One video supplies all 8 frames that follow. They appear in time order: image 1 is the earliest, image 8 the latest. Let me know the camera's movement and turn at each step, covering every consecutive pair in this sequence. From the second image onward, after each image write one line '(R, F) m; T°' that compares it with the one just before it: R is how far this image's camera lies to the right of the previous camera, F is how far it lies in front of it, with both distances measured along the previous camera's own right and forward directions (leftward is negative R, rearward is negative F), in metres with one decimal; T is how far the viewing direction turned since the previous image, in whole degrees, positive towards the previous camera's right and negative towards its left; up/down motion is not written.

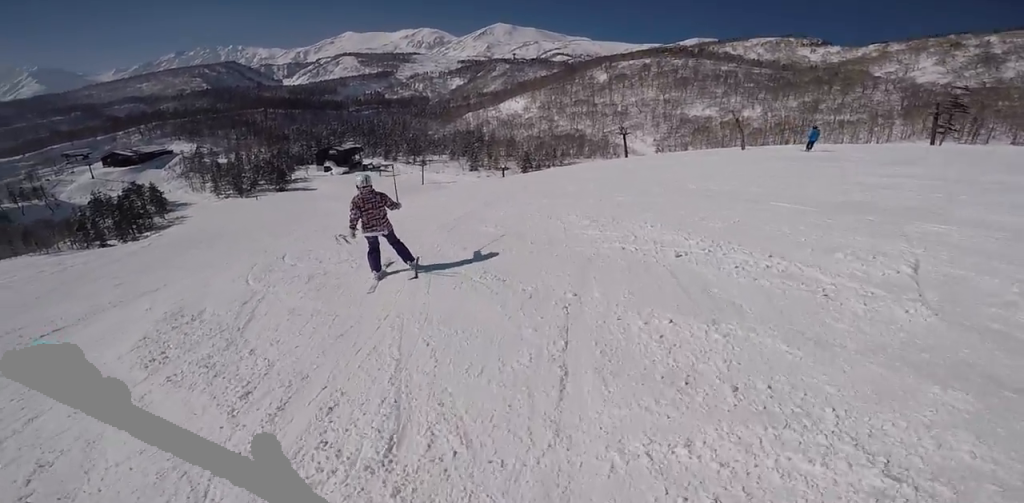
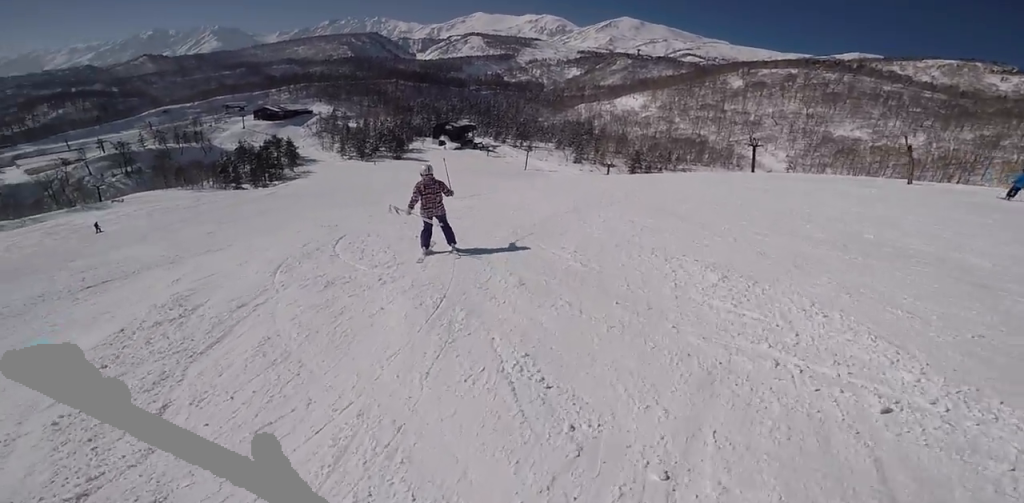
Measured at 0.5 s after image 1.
(+0.7, +2.6) m; -10°
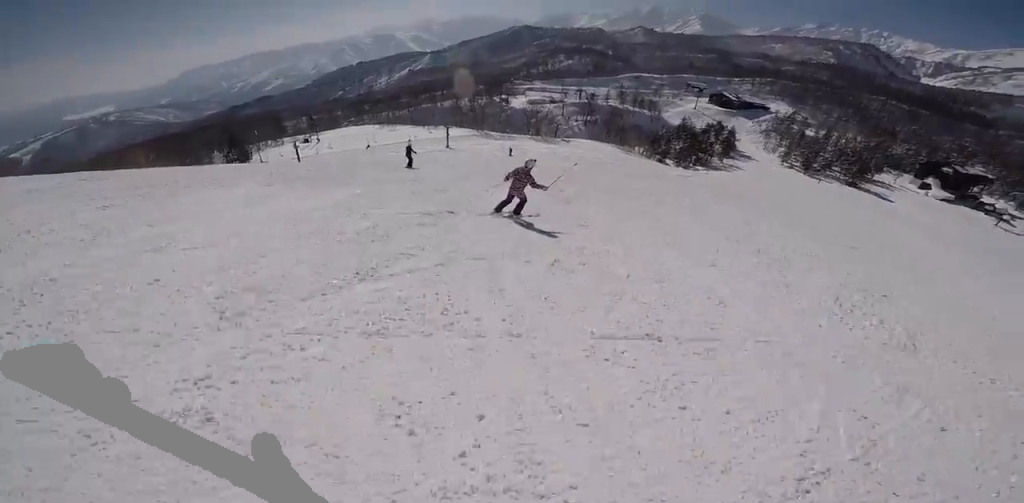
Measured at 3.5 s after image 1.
(-12.1, +12.1) m; -45°
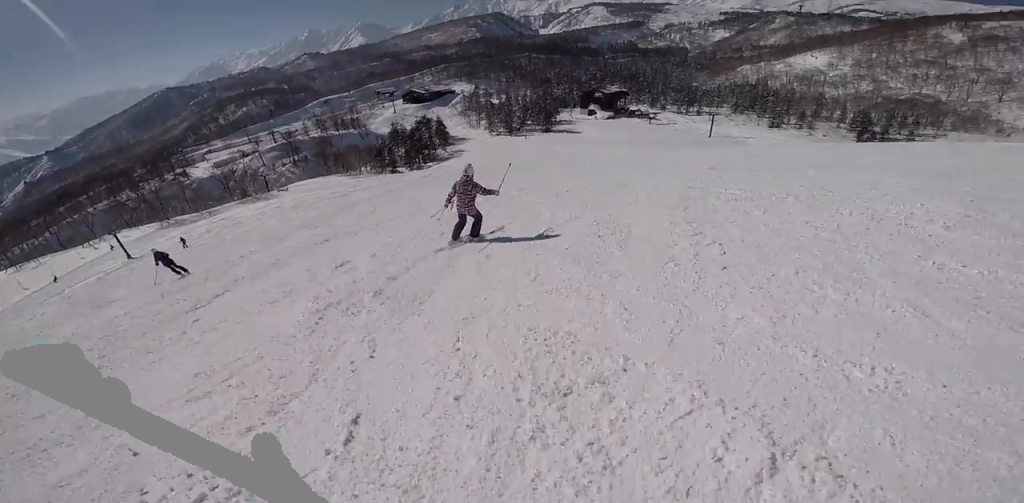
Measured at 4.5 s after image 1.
(+1.6, +6.3) m; +22°
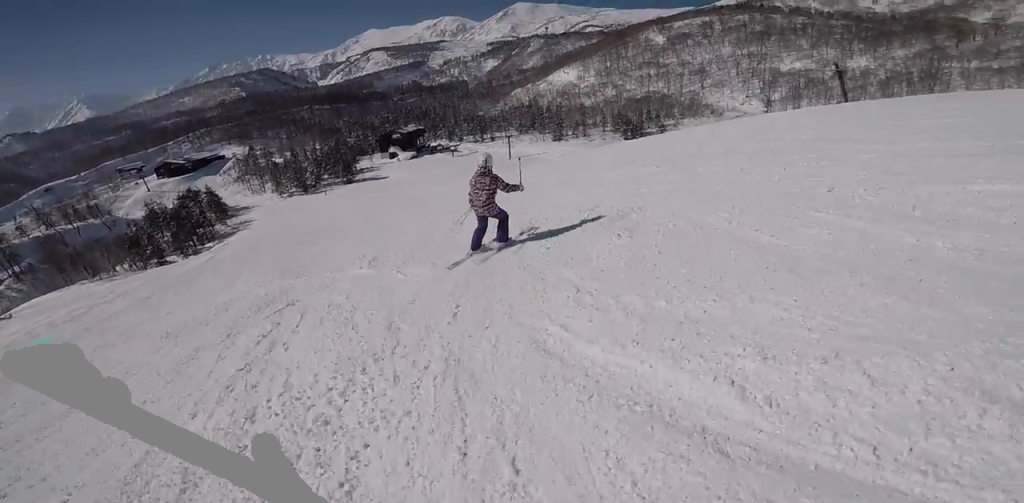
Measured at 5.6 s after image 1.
(+0.6, +6.2) m; +22°
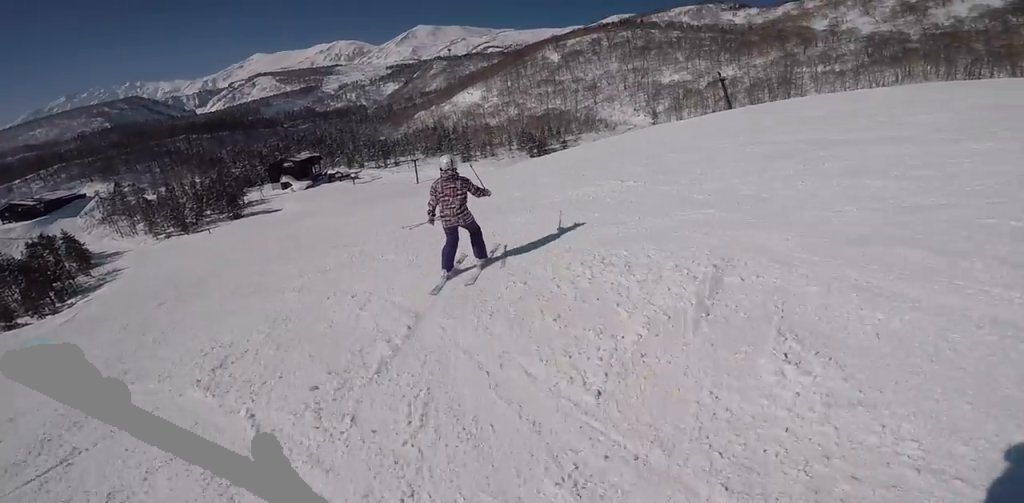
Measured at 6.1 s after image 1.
(+0.8, +2.3) m; +9°
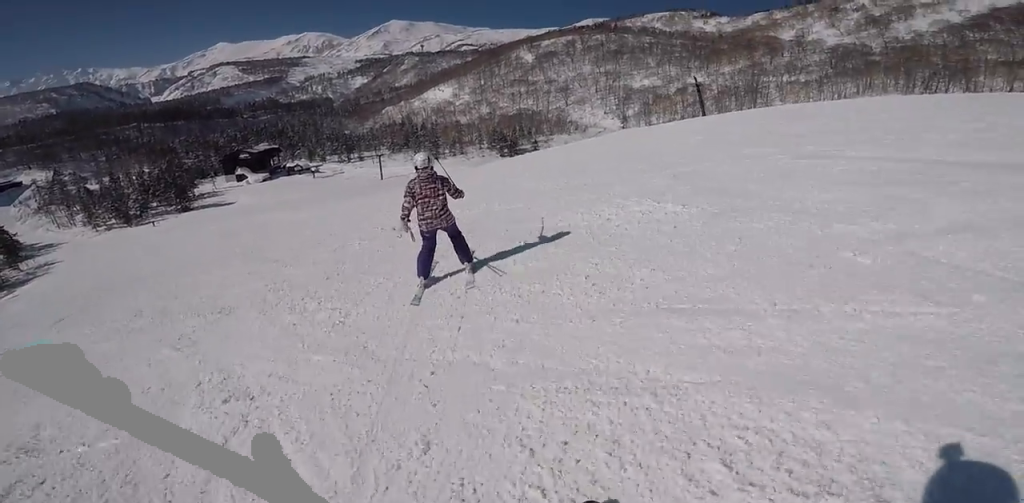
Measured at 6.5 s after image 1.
(+0.5, +2.3) m; +8°
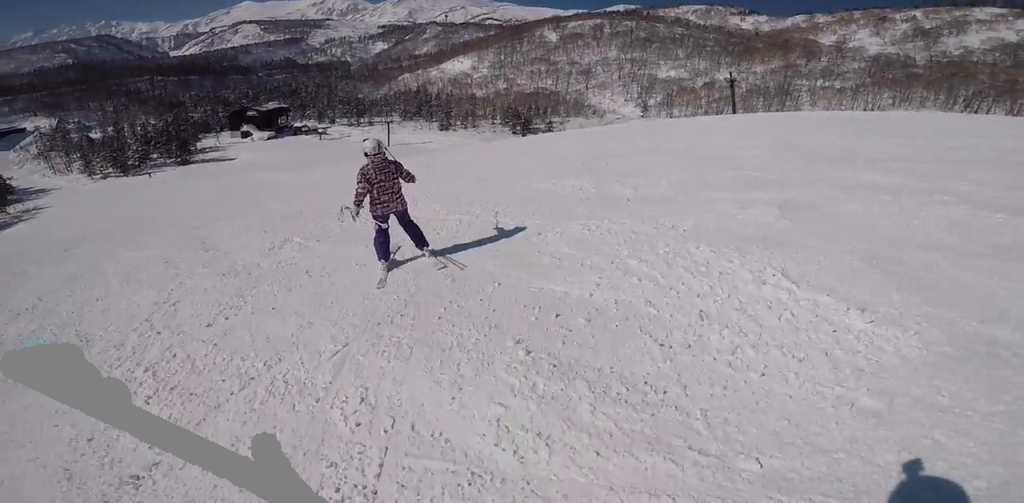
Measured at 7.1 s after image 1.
(-0.1, +3.1) m; -13°
